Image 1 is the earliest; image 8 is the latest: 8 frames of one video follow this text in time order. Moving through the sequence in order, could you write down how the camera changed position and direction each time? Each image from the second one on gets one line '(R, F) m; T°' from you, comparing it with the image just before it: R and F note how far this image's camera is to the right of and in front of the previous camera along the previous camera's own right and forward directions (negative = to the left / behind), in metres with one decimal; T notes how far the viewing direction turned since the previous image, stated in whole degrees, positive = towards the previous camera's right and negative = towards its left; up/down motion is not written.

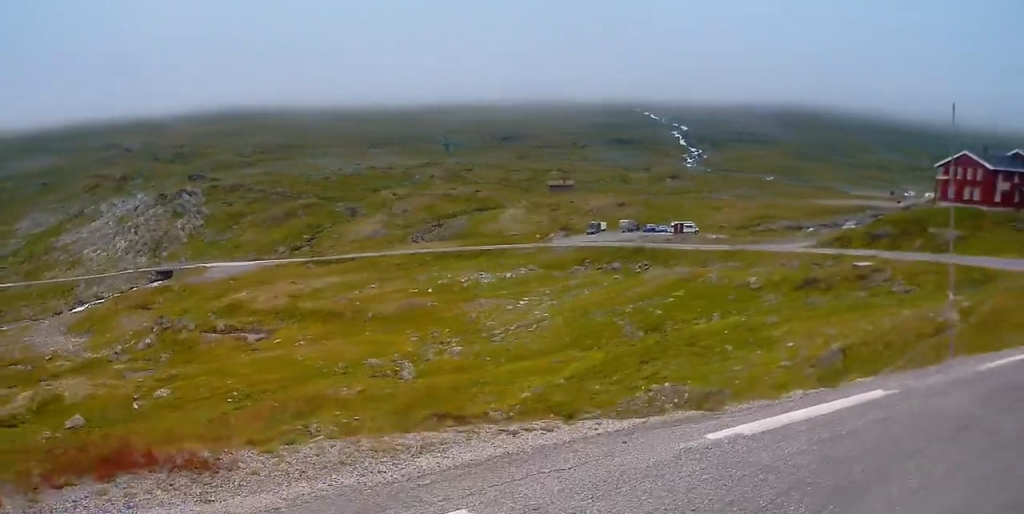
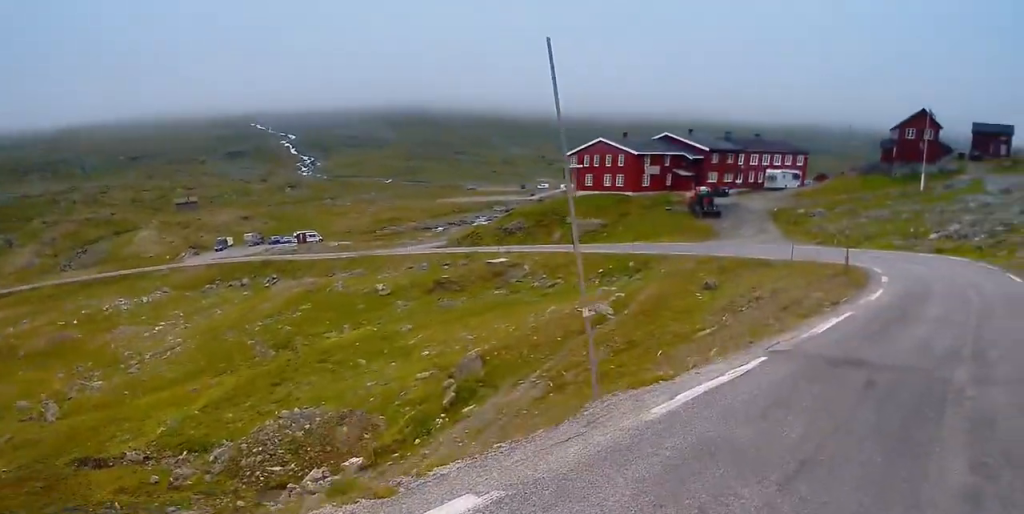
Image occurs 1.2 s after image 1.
(+0.1, +3.9) m; +17°
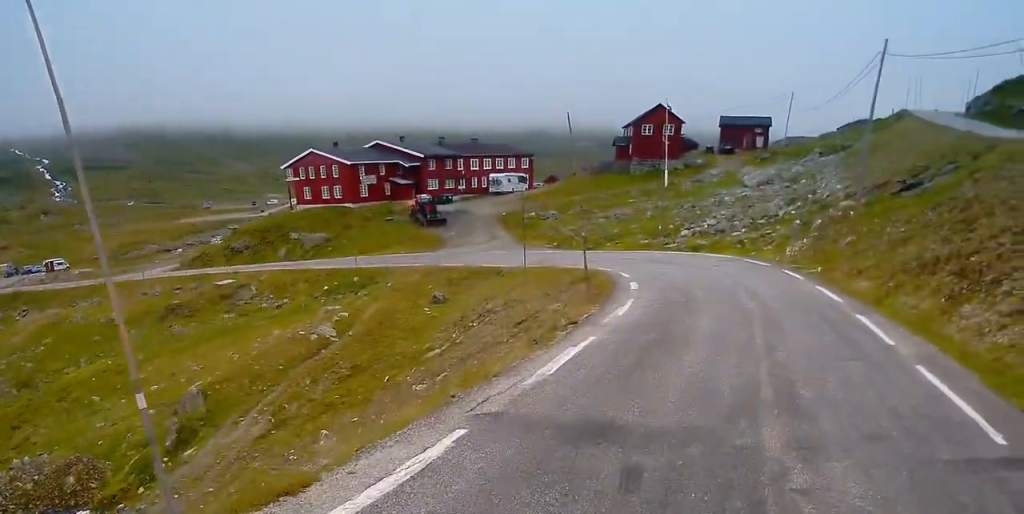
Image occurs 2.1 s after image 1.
(+0.9, +3.4) m; +16°
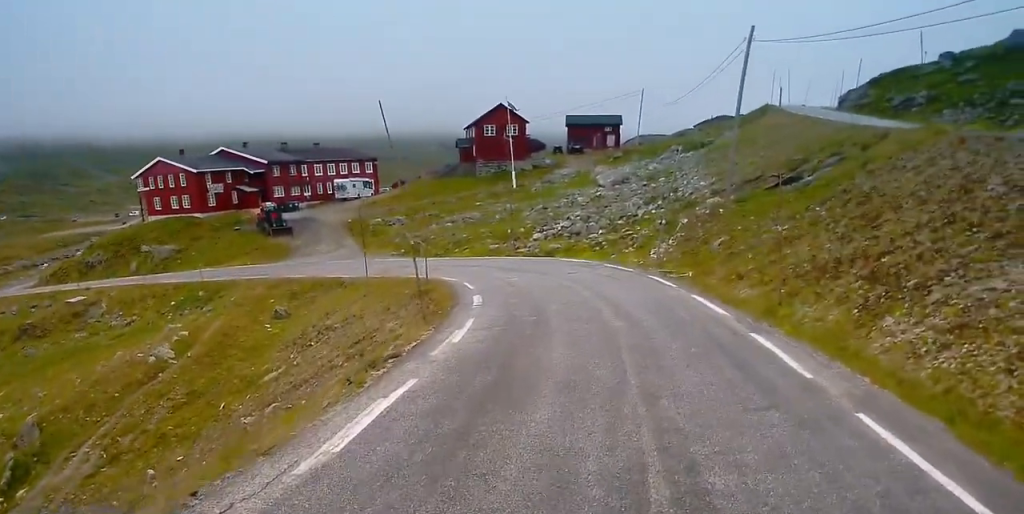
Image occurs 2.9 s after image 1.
(+0.1, +3.3) m; +1°
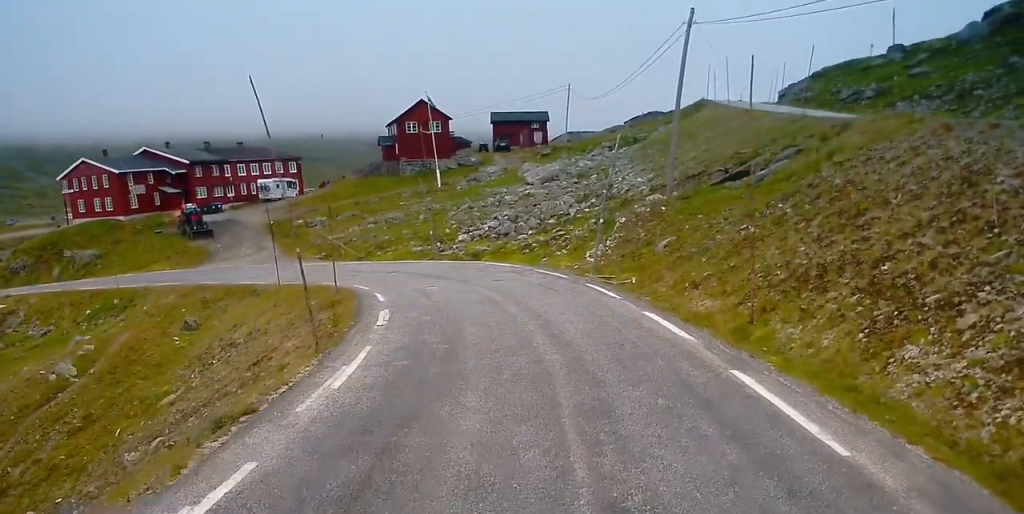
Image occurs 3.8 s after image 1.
(0.0, +3.8) m; -1°
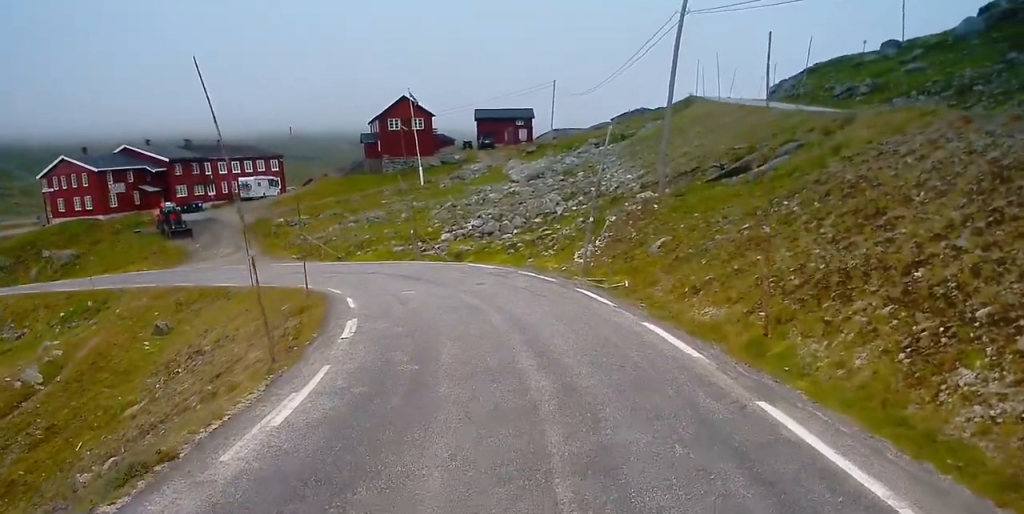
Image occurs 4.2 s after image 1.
(0.0, +2.0) m; -1°
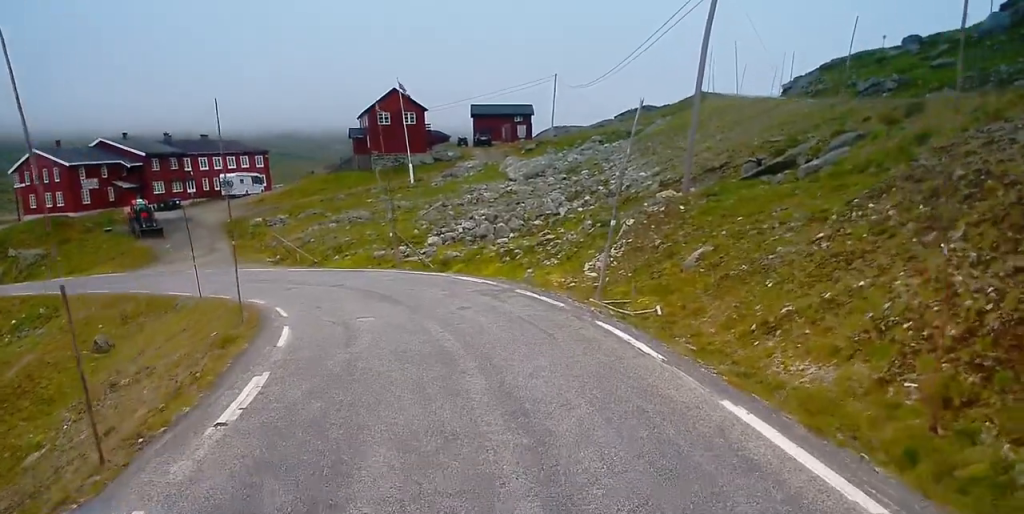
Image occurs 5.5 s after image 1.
(0.0, +6.6) m; 0°
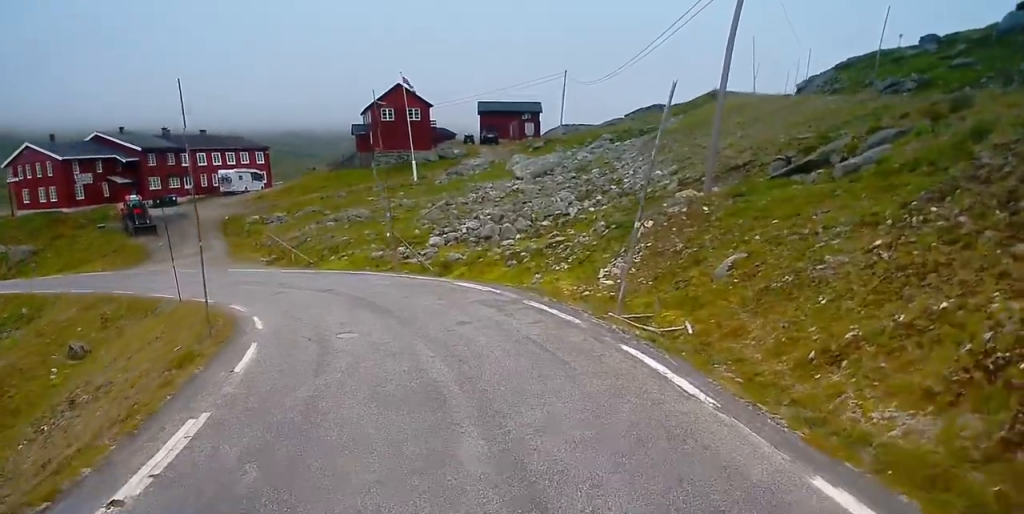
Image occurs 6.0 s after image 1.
(0.0, +2.7) m; 0°
